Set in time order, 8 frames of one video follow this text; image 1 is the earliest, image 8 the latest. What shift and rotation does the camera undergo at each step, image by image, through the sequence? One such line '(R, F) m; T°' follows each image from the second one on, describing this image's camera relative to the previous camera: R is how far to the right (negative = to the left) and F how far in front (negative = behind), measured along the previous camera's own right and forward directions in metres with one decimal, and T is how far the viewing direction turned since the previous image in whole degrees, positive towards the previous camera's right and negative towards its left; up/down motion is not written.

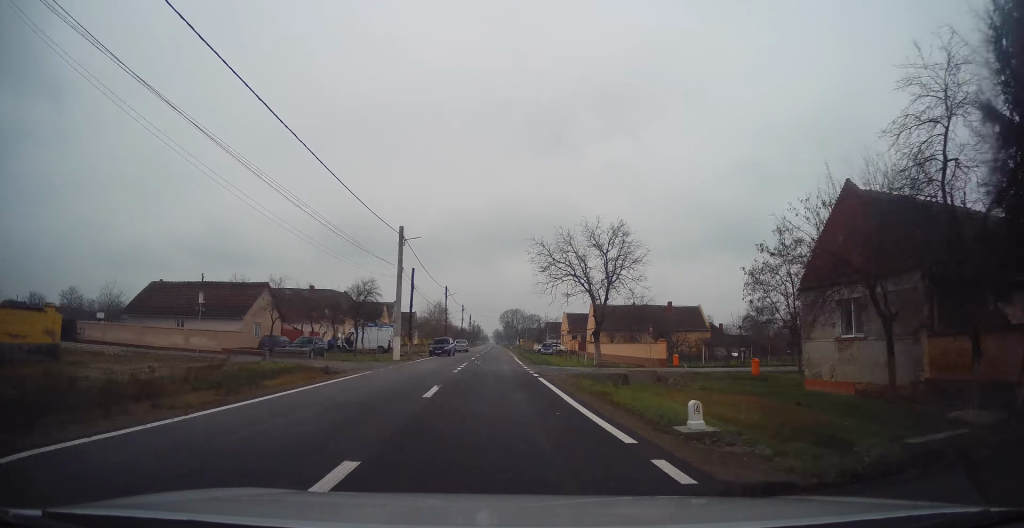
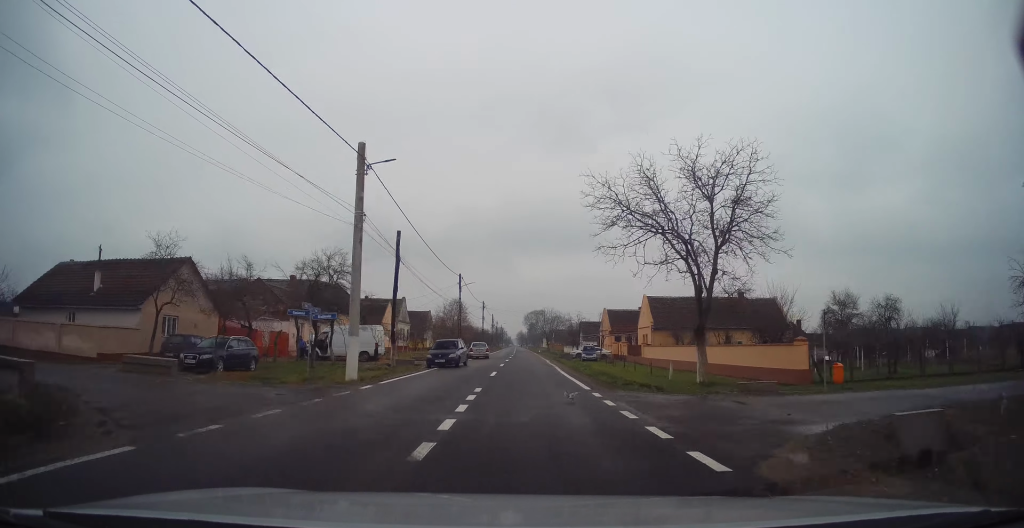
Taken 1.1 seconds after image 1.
(+0.3, +15.2) m; +1°
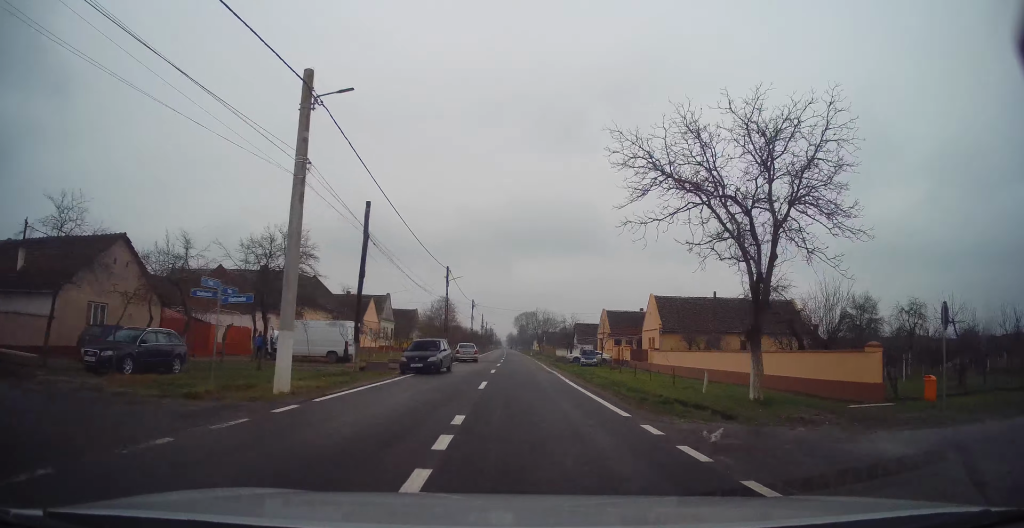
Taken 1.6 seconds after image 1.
(0.0, +5.8) m; 0°
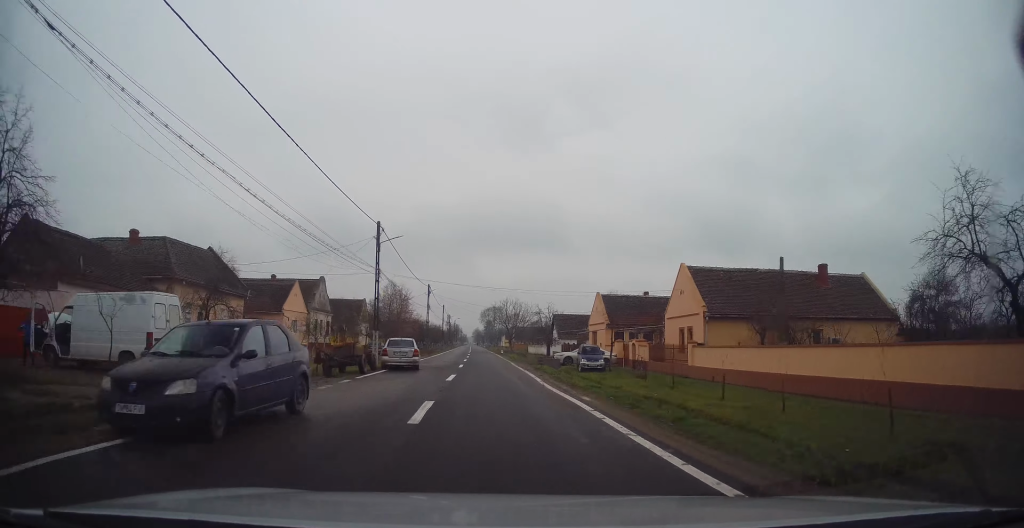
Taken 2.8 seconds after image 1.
(0.0, +16.3) m; +1°
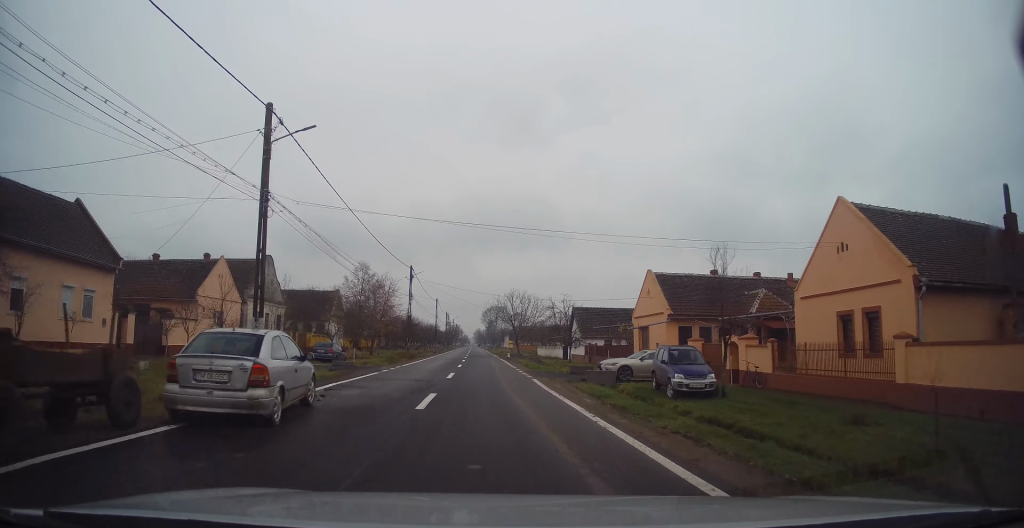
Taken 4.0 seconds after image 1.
(+0.4, +15.7) m; +1°
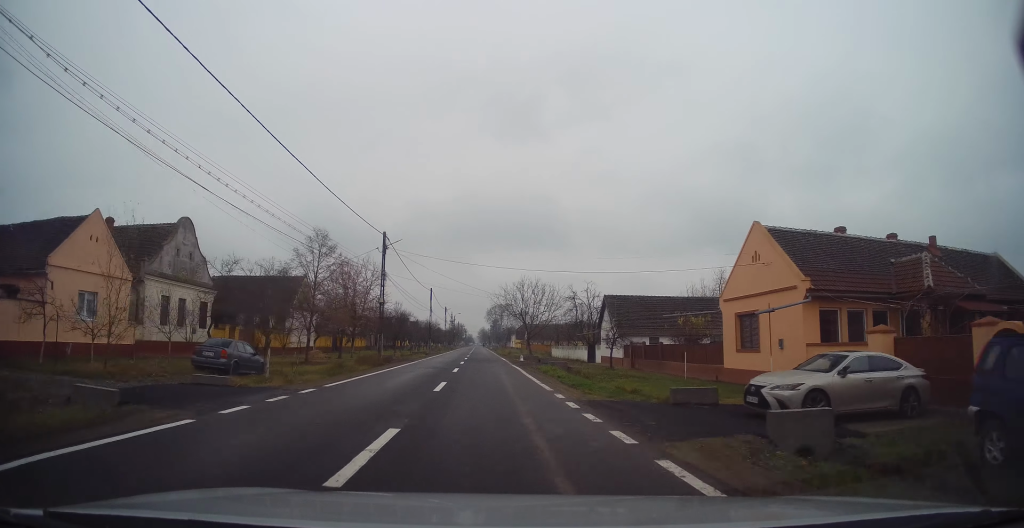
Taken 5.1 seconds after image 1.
(-0.4, +14.6) m; -1°
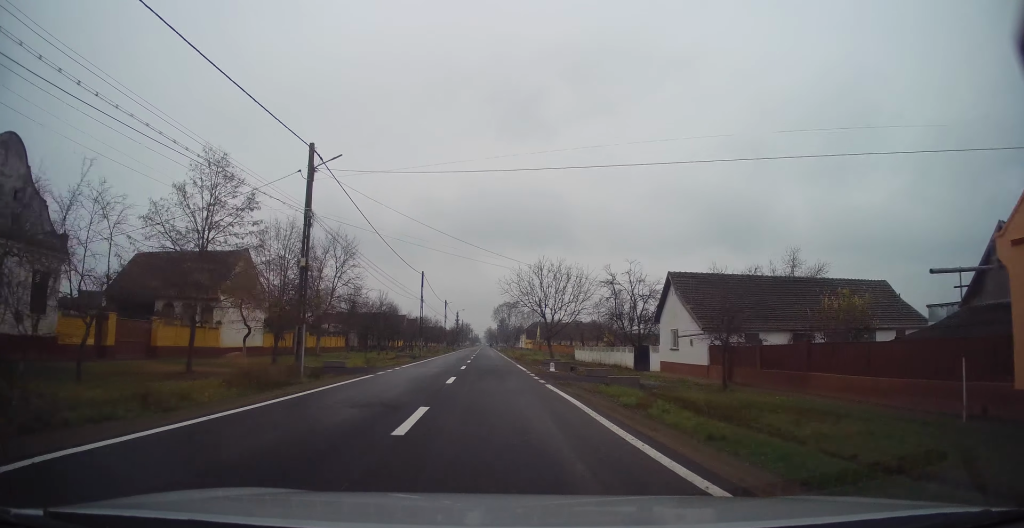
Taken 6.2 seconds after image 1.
(+0.1, +15.9) m; 0°
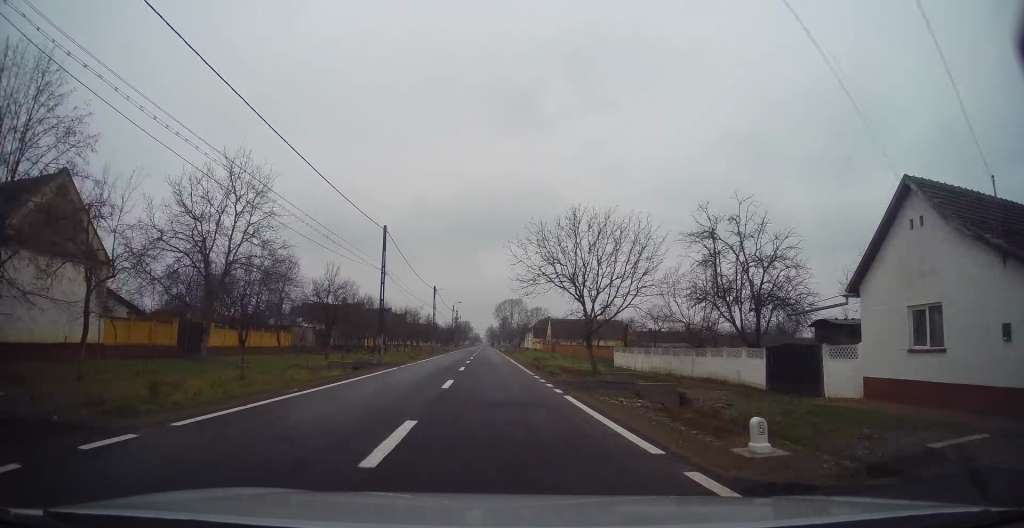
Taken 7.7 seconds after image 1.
(-0.5, +20.1) m; -1°
